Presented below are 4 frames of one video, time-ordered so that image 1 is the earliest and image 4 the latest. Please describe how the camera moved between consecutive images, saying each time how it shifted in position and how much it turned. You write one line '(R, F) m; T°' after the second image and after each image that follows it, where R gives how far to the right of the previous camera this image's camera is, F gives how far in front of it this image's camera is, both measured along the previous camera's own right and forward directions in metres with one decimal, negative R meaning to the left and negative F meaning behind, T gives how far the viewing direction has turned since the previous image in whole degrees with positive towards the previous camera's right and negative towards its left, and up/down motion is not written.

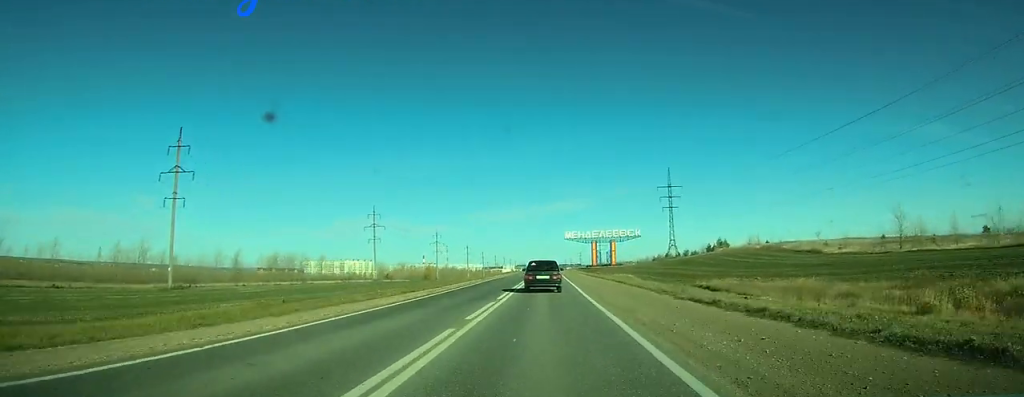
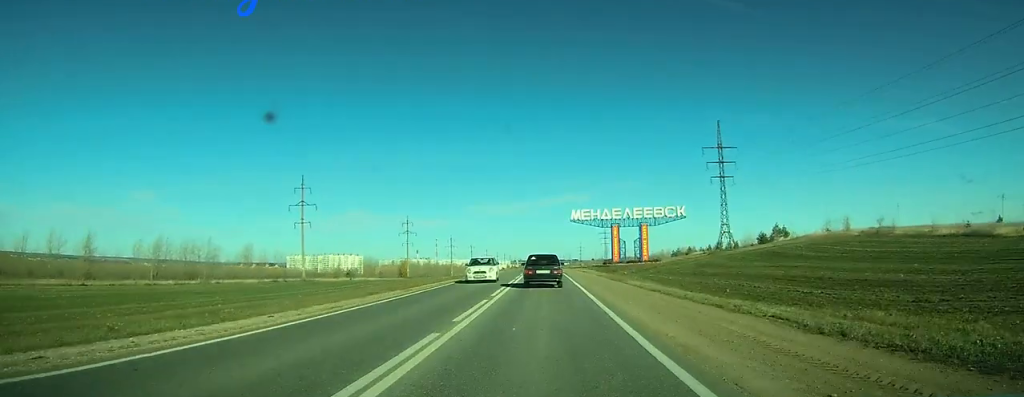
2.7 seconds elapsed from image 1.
(+0.1, +51.1) m; 0°
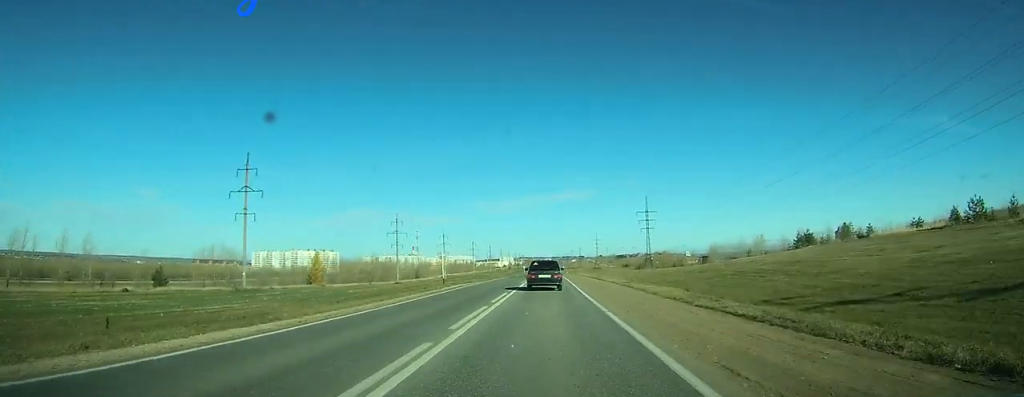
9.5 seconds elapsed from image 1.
(-1.3, +122.8) m; -1°
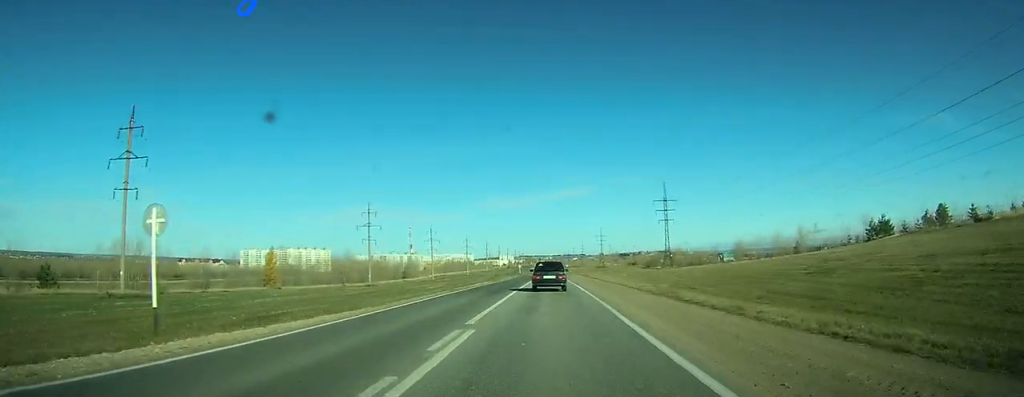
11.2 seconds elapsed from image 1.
(+0.1, +33.3) m; 0°
